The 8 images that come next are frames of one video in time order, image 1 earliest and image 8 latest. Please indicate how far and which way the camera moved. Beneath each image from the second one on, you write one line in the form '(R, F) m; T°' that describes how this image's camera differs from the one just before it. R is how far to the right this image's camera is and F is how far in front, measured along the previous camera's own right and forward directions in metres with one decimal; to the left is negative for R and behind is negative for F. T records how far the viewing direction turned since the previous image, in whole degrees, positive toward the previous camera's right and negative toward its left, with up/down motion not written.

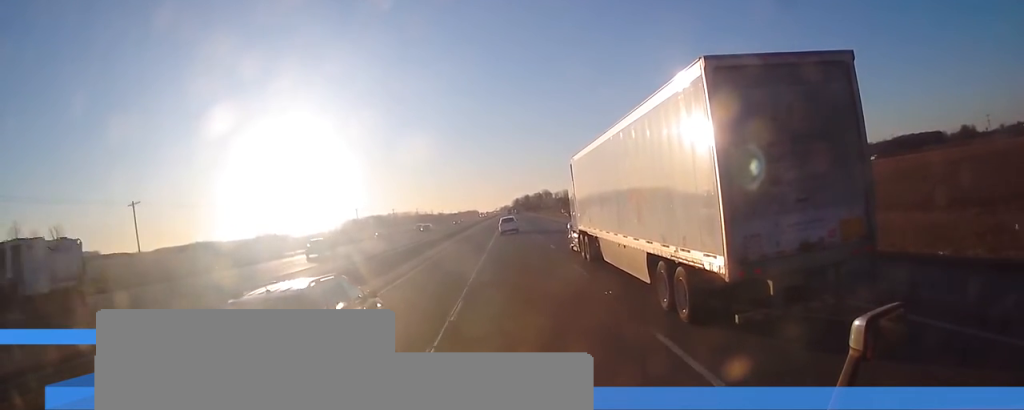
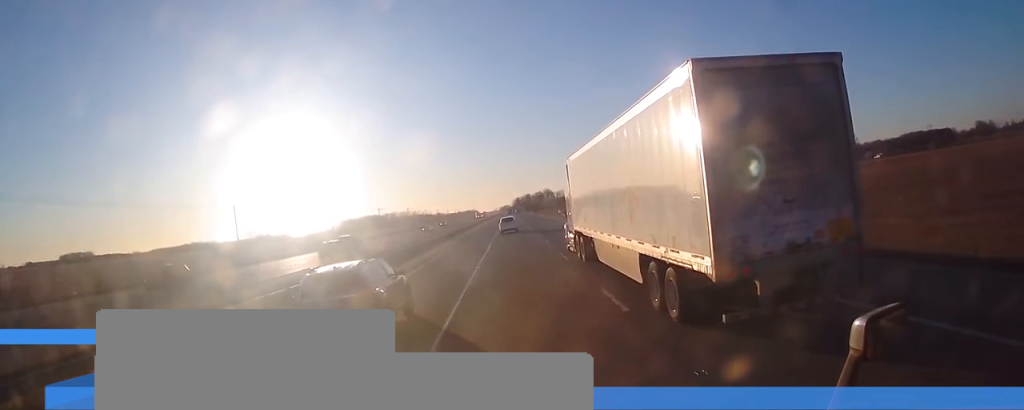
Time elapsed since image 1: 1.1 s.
(0.0, +31.3) m; 0°
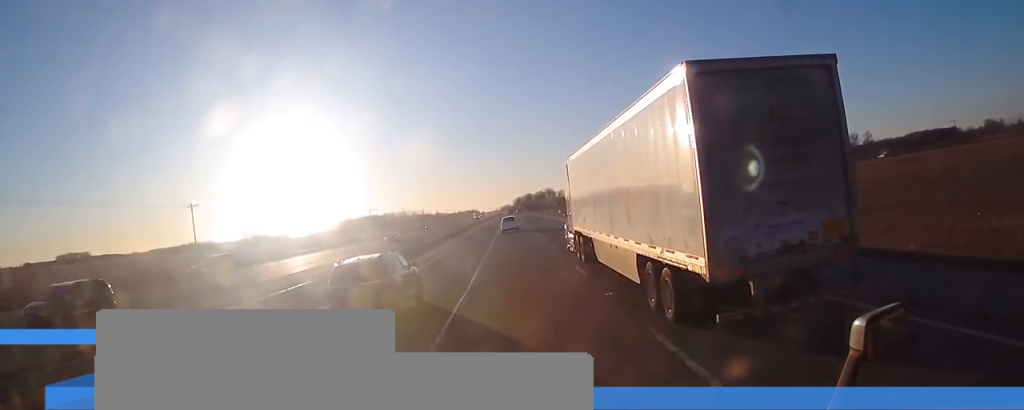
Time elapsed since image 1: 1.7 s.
(0.0, +16.9) m; 0°
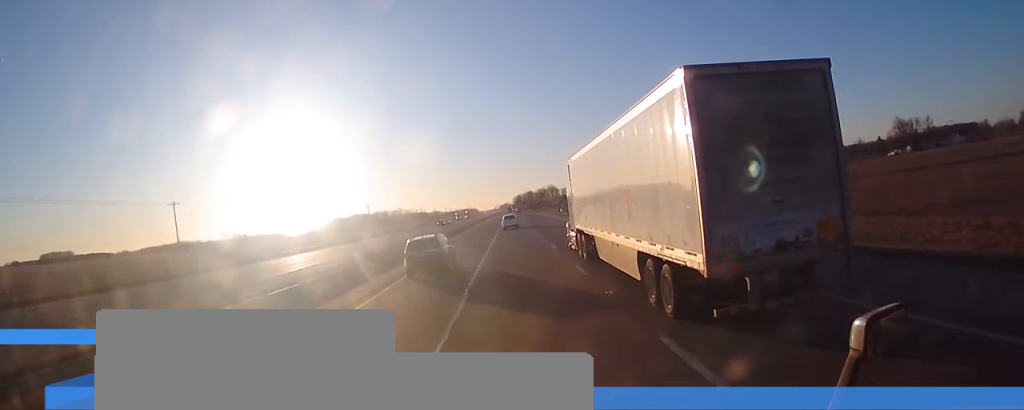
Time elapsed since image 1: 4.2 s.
(-1.0, +72.7) m; -1°
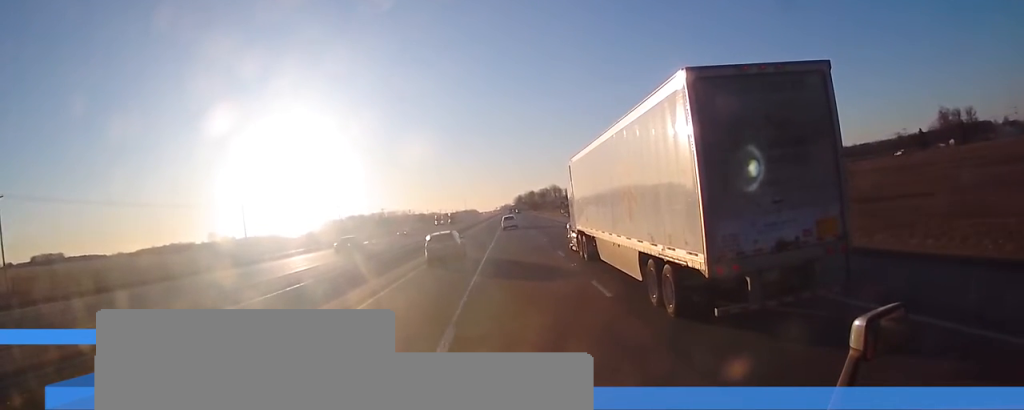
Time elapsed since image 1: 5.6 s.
(+0.3, +40.2) m; 0°
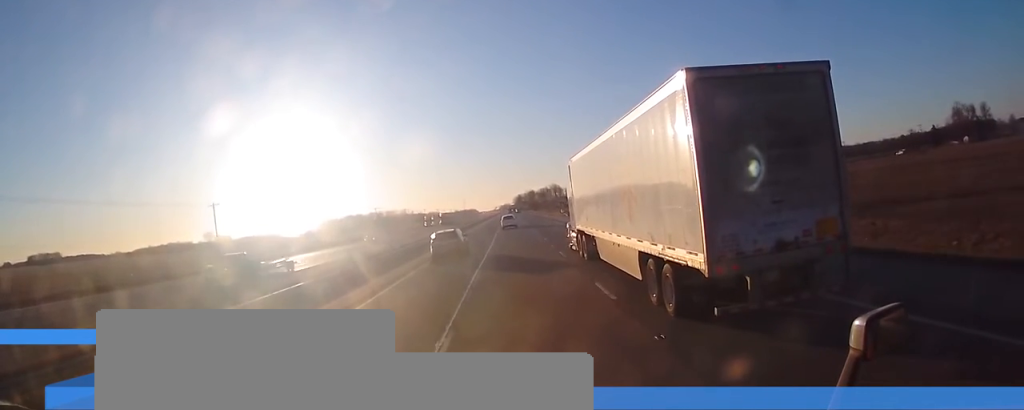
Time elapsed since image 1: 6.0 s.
(-0.1, +12.6) m; 0°
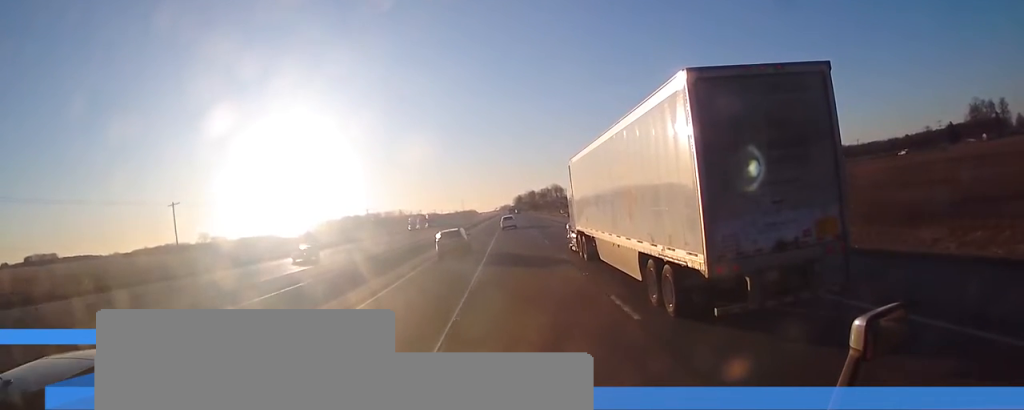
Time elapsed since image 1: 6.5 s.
(-0.1, +15.0) m; 0°
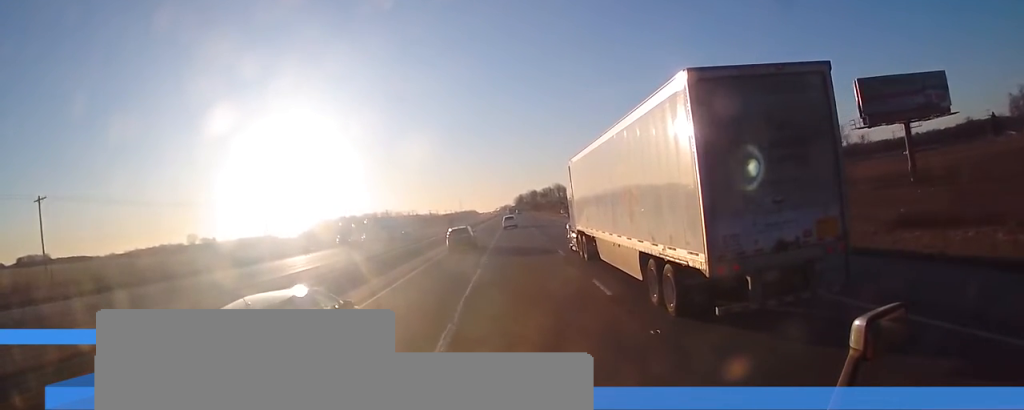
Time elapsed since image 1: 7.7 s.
(+0.2, +33.0) m; +1°
